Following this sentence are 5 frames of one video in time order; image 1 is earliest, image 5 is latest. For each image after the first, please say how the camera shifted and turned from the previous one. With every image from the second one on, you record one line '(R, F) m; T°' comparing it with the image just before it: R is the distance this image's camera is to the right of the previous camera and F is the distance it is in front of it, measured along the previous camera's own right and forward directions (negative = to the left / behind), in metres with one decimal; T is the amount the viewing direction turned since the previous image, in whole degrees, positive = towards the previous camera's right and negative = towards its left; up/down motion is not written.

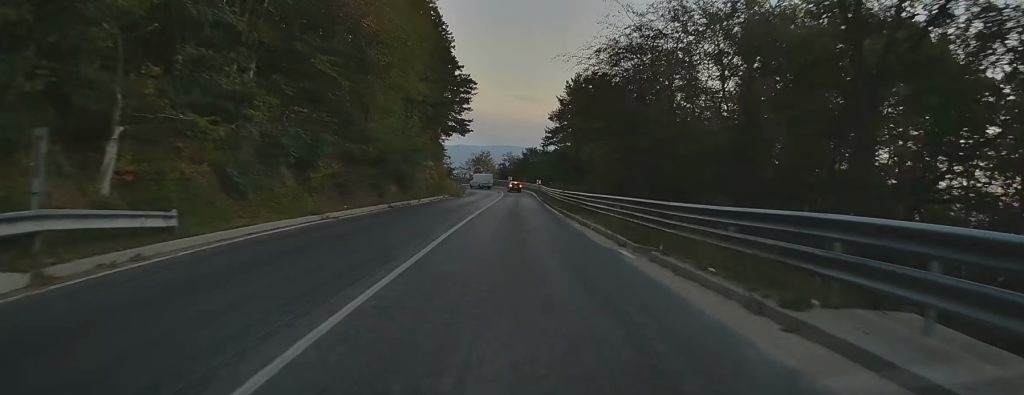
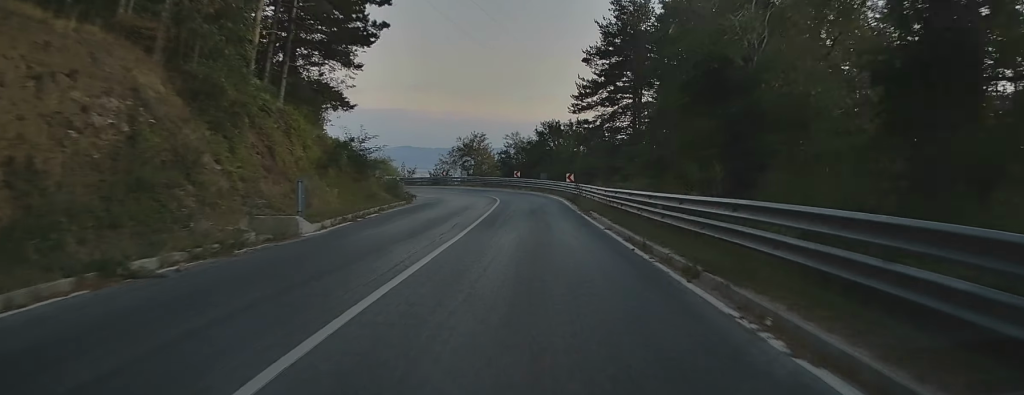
(0.0, +52.4) m; 0°
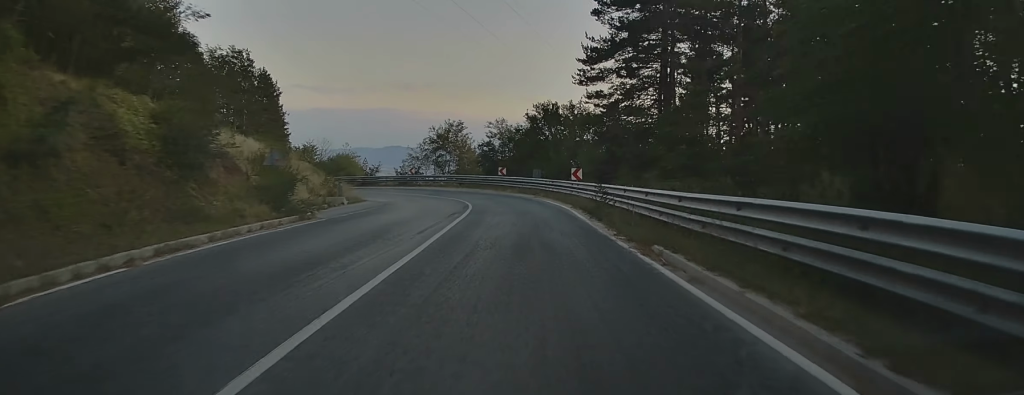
(0.0, +17.2) m; 0°
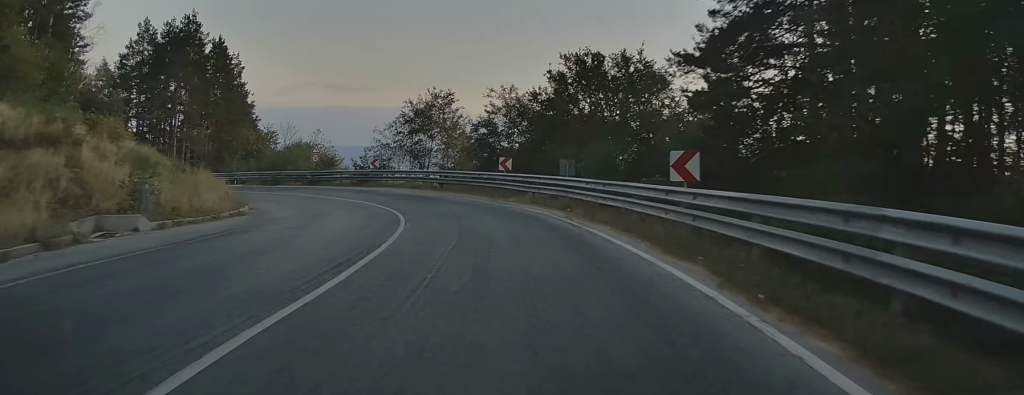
(-0.4, +23.6) m; -6°
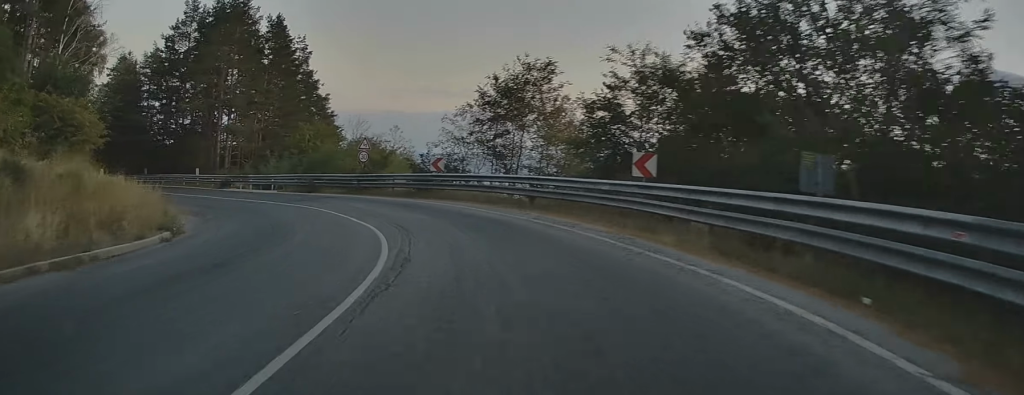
(-1.2, +15.5) m; -9°
